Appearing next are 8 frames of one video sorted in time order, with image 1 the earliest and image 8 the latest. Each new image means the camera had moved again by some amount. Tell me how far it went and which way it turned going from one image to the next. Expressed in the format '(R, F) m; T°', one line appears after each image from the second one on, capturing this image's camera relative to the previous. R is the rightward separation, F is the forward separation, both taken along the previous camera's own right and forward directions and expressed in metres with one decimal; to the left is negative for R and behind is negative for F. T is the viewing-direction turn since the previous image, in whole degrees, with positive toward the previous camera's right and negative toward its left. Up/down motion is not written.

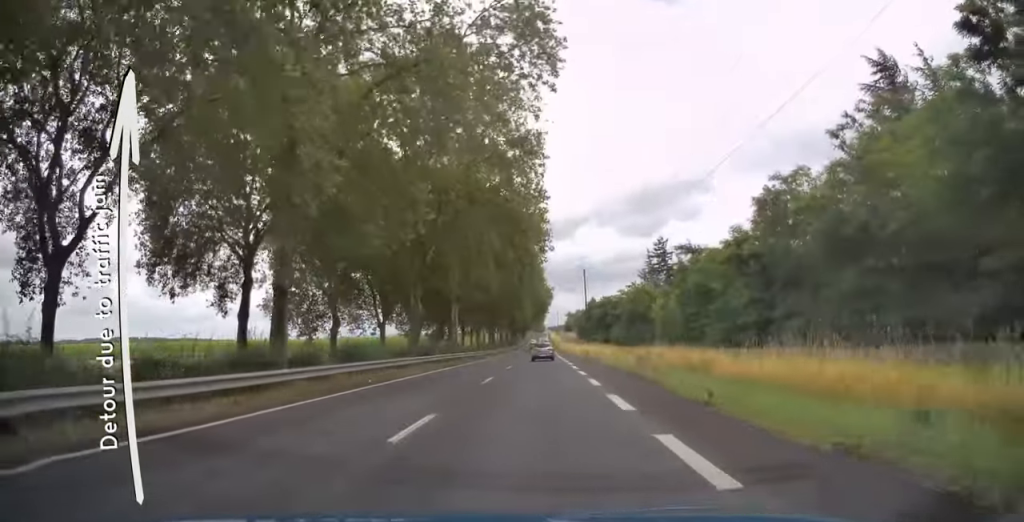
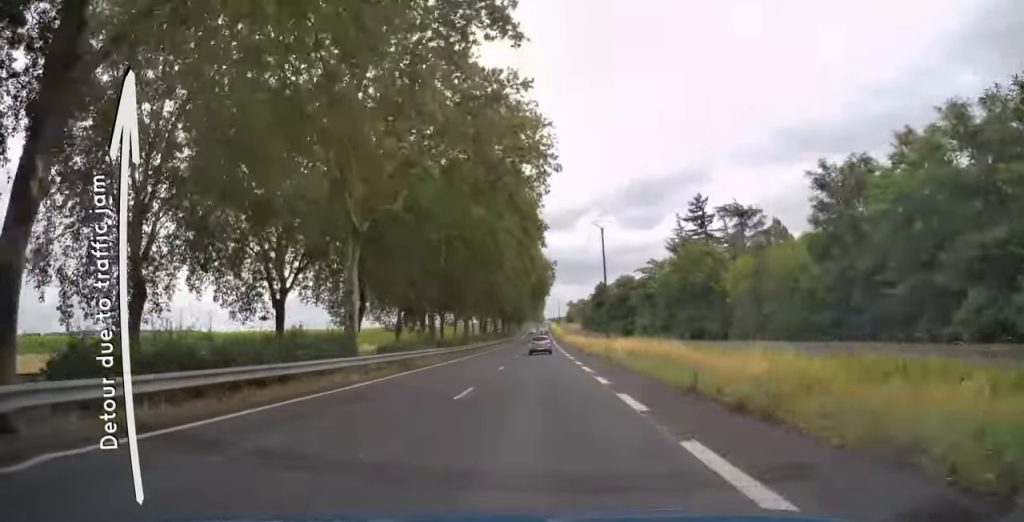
(0.0, +33.4) m; 0°
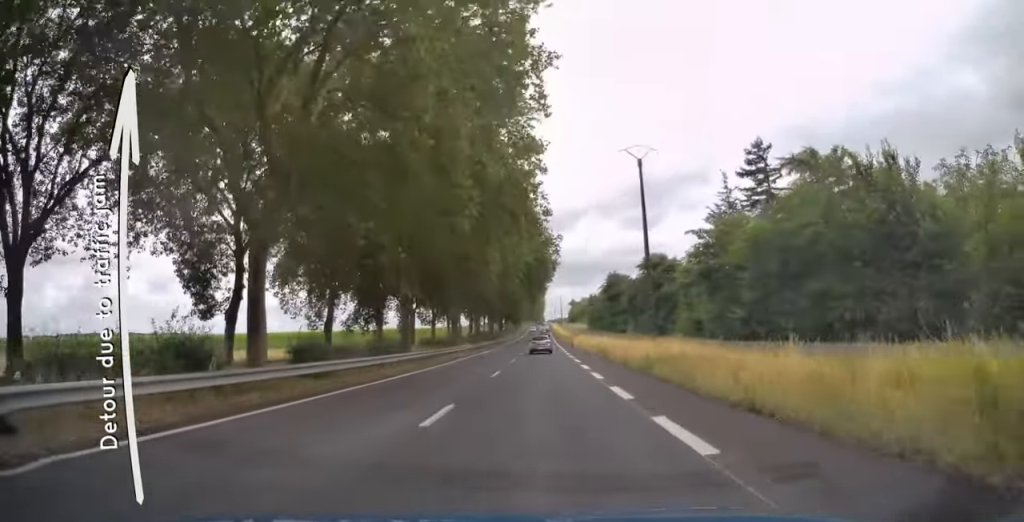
(0.0, +29.9) m; 0°
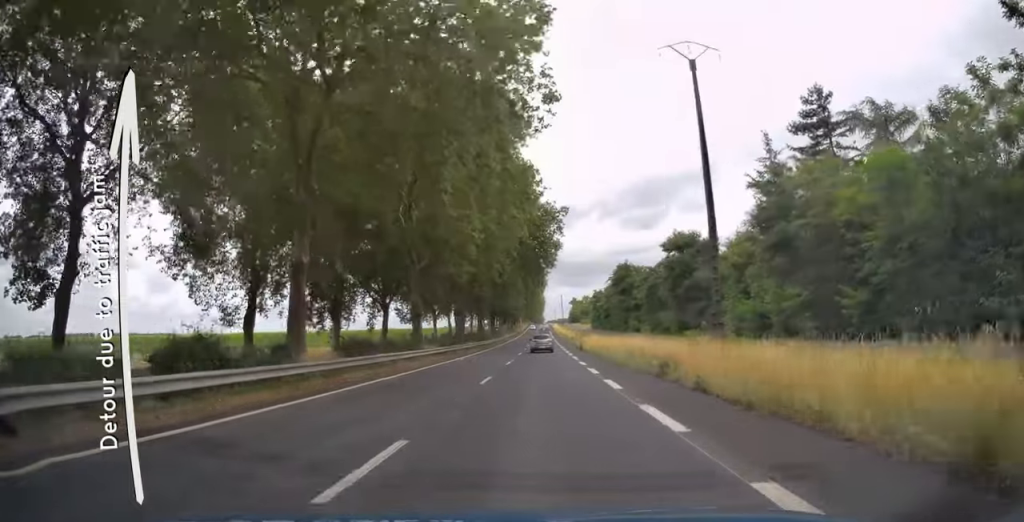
(0.0, +17.4) m; 0°
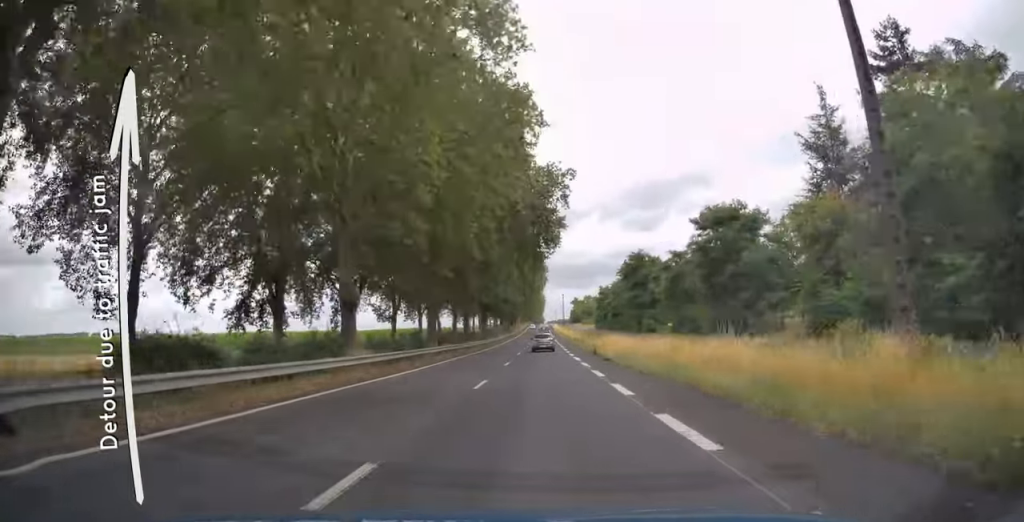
(0.0, +14.7) m; 0°
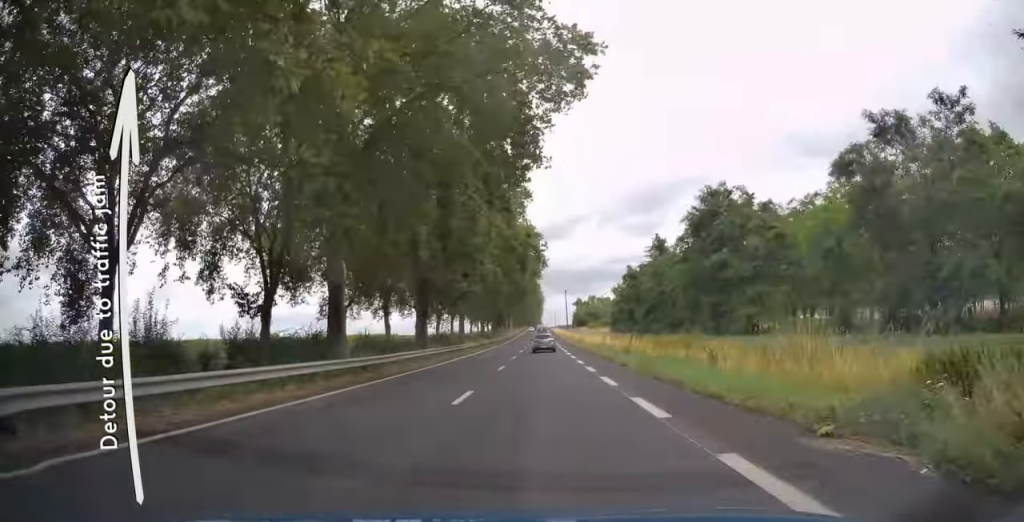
(-0.1, +42.5) m; 0°
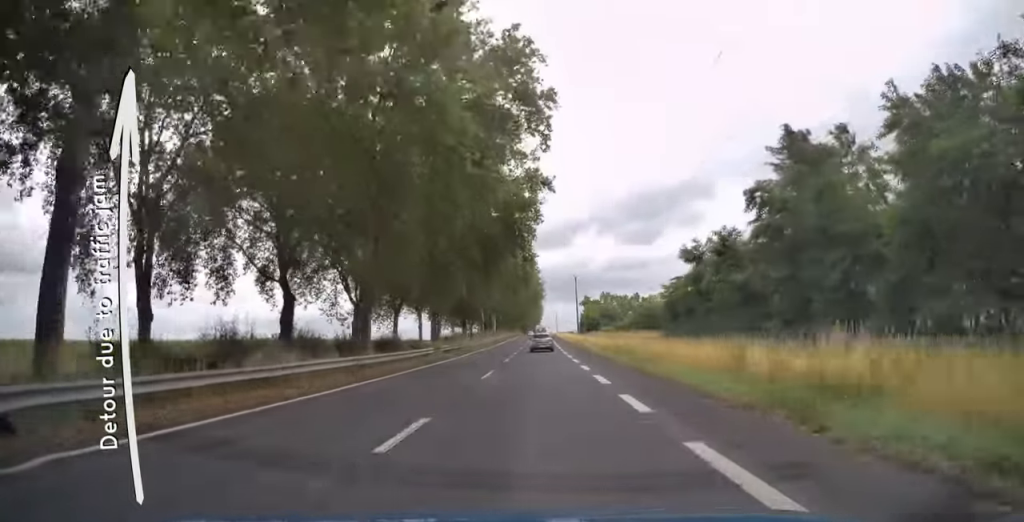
(0.0, +56.9) m; 0°
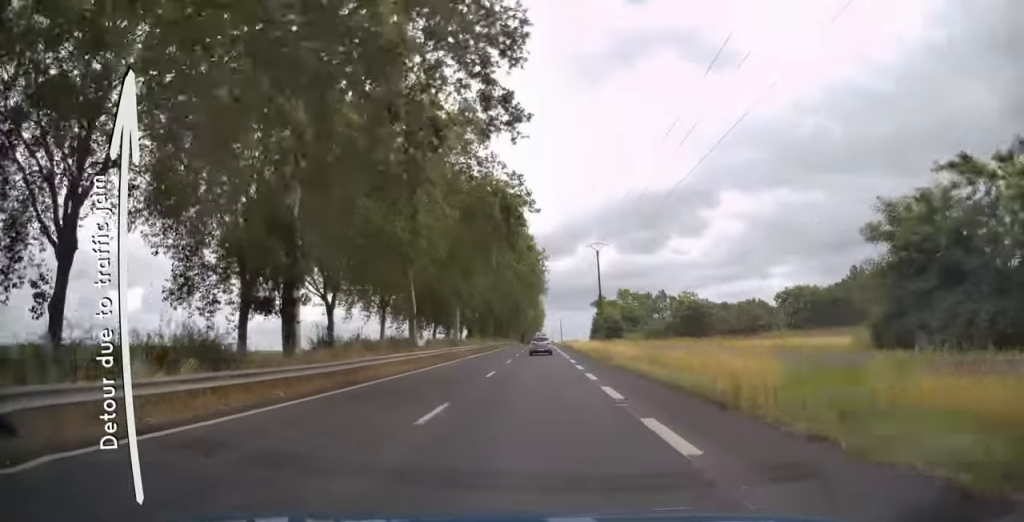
(+0.5, +48.9) m; 0°
